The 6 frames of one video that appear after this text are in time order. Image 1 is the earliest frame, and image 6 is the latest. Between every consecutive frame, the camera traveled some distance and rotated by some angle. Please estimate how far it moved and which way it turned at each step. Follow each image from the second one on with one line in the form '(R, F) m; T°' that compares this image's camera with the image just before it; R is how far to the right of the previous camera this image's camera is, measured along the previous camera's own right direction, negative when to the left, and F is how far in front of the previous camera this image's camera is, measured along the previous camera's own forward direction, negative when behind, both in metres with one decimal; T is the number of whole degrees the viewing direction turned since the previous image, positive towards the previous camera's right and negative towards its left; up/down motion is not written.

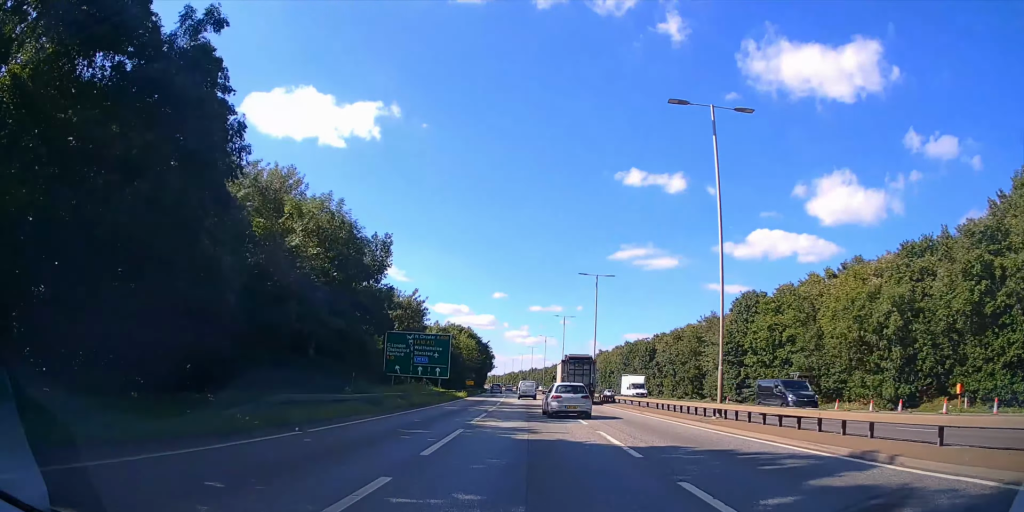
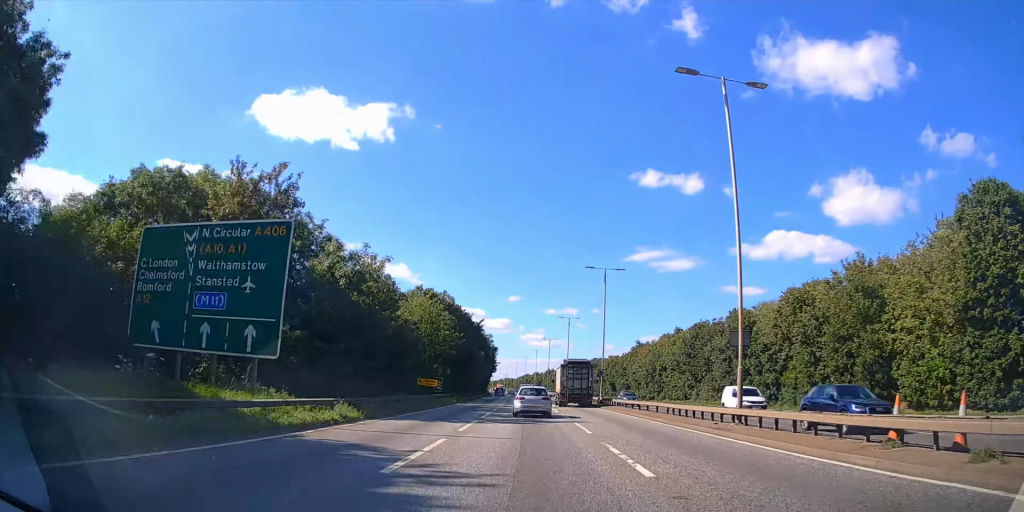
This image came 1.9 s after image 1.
(-0.2, +40.1) m; -1°
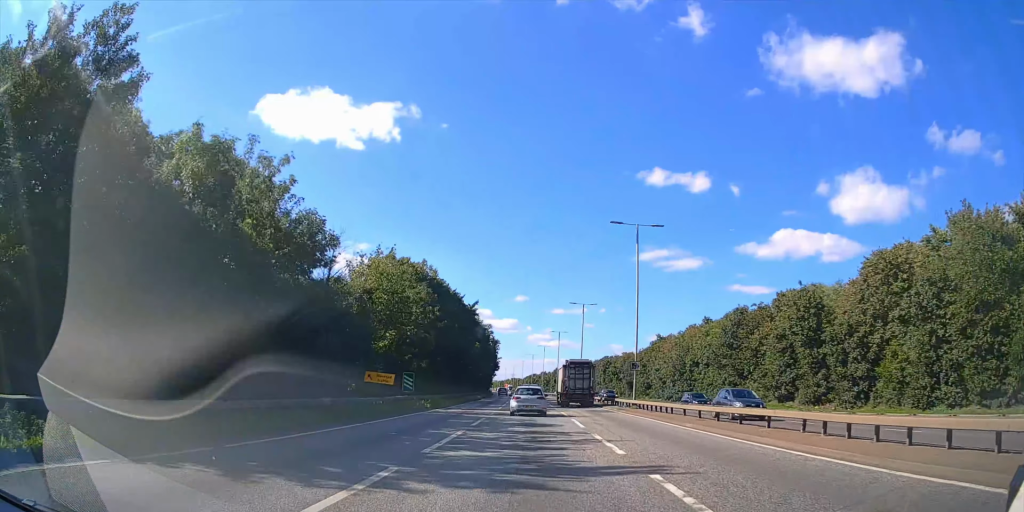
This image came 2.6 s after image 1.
(-0.2, +15.0) m; -1°
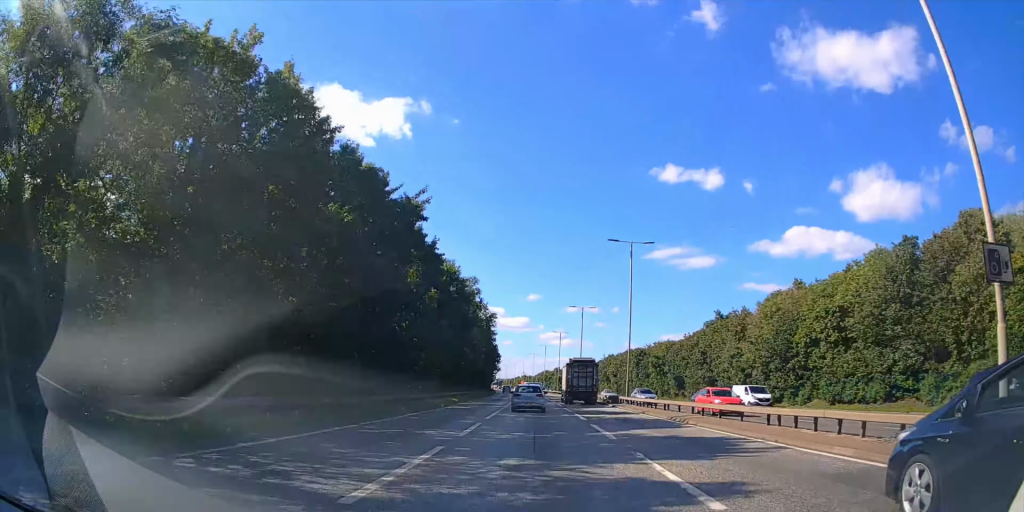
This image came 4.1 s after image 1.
(-0.3, +33.2) m; -1°
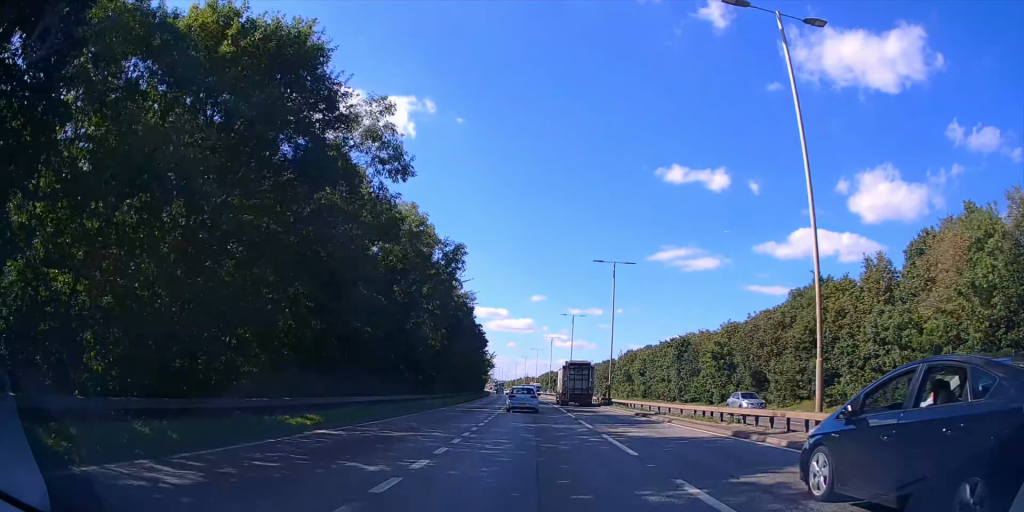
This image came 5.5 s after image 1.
(-0.4, +32.1) m; -1°
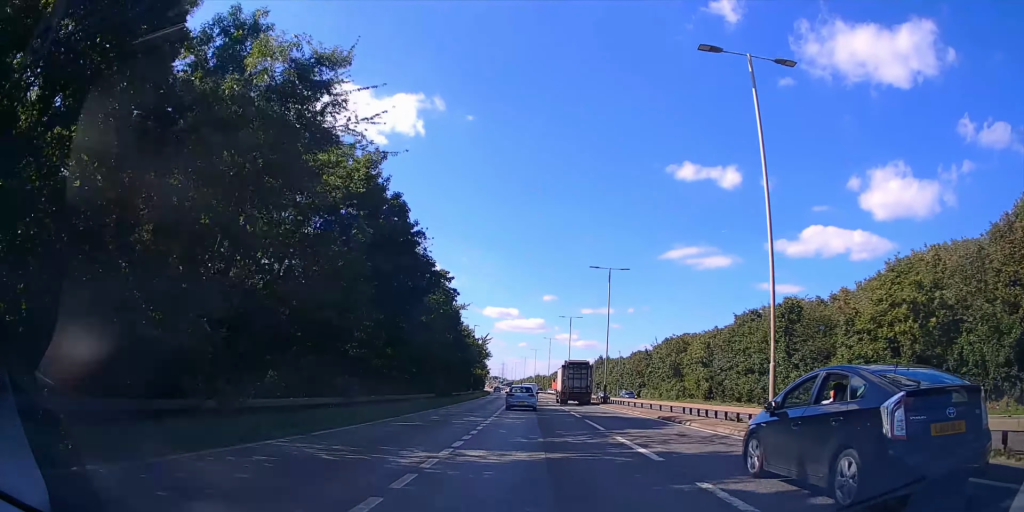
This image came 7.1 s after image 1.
(-0.1, +37.3) m; -1°
